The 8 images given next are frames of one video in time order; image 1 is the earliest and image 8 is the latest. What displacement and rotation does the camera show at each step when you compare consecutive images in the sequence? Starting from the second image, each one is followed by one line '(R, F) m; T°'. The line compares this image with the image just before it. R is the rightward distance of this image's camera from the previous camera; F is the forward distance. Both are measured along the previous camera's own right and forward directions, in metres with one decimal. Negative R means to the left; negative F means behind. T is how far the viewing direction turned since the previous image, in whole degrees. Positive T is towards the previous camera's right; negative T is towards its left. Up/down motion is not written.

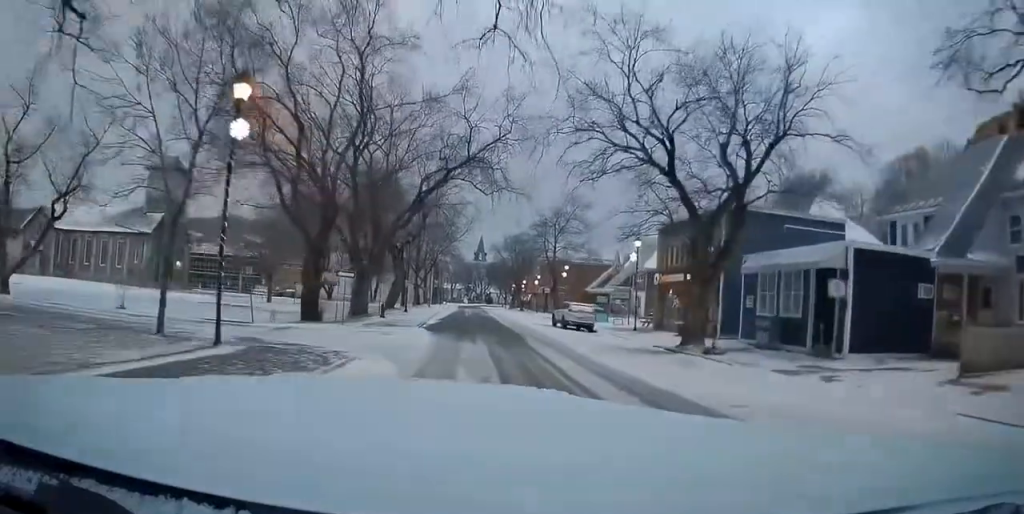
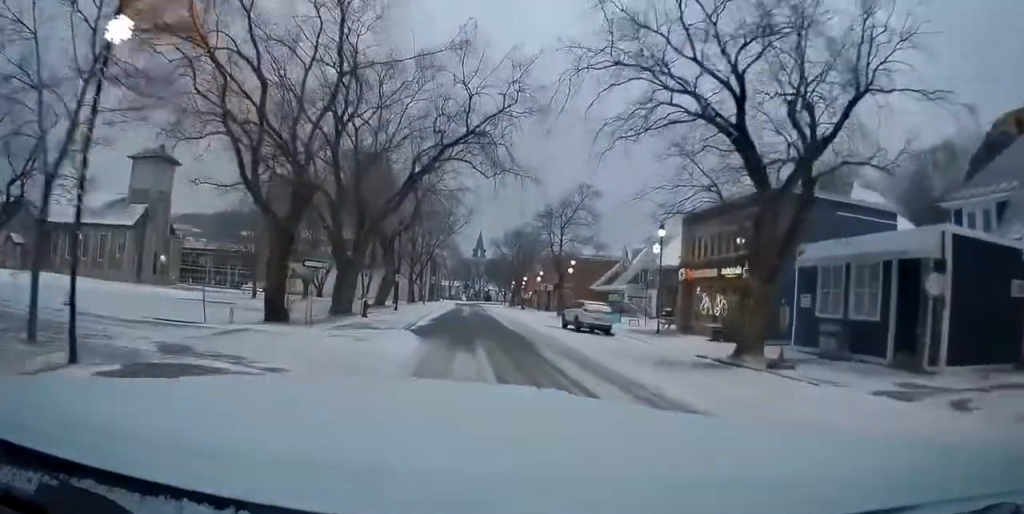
(+0.1, +4.4) m; +1°
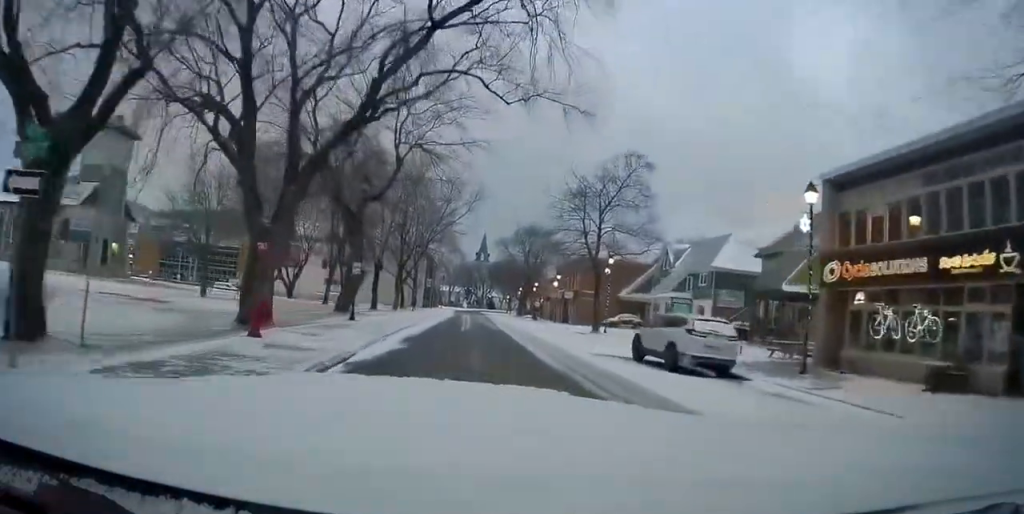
(-0.3, +13.5) m; -2°
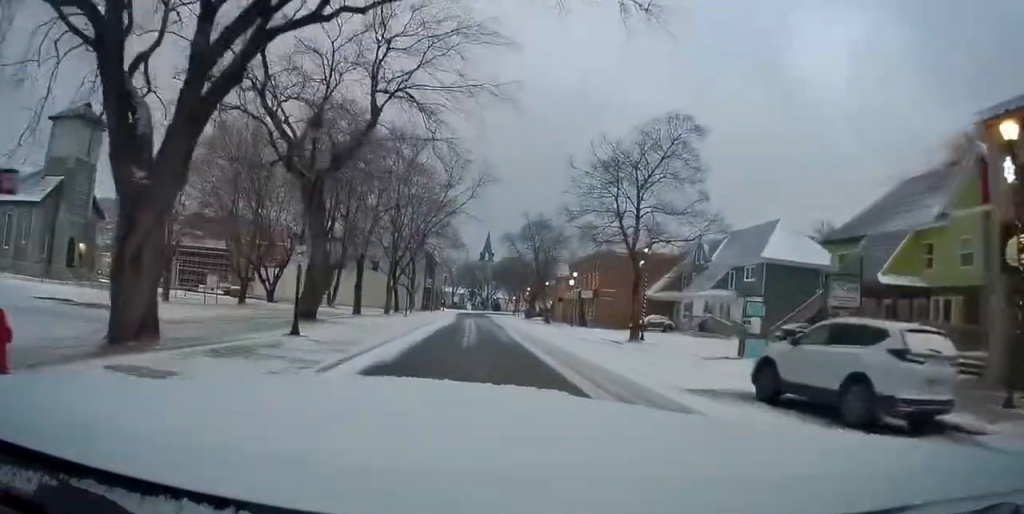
(0.0, +7.7) m; 0°
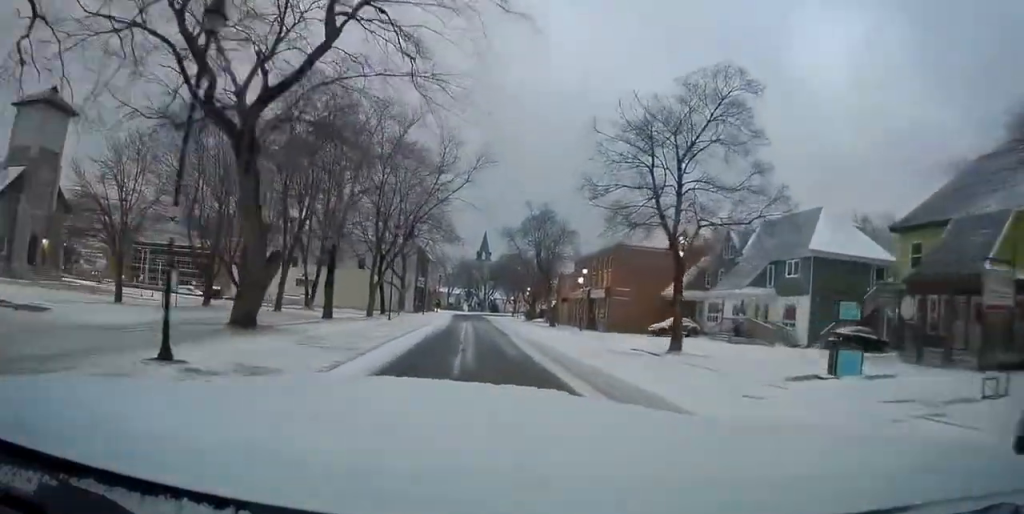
(+0.1, +6.4) m; +1°
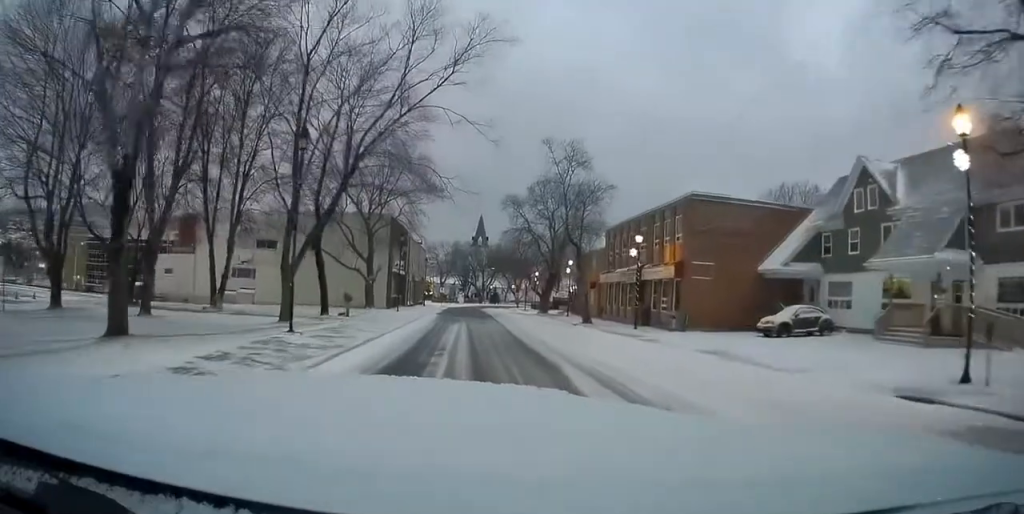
(-0.2, +18.3) m; -1°
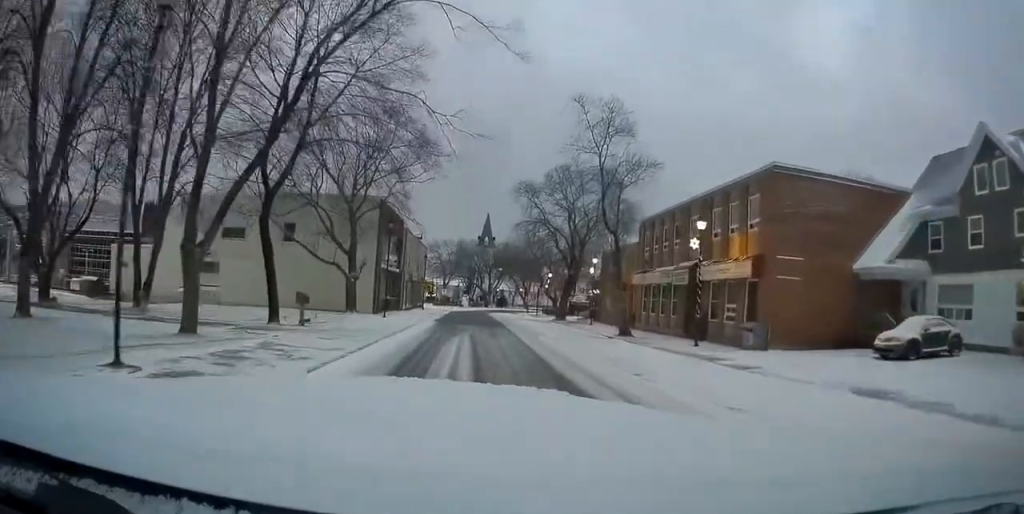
(-0.1, +9.1) m; 0°
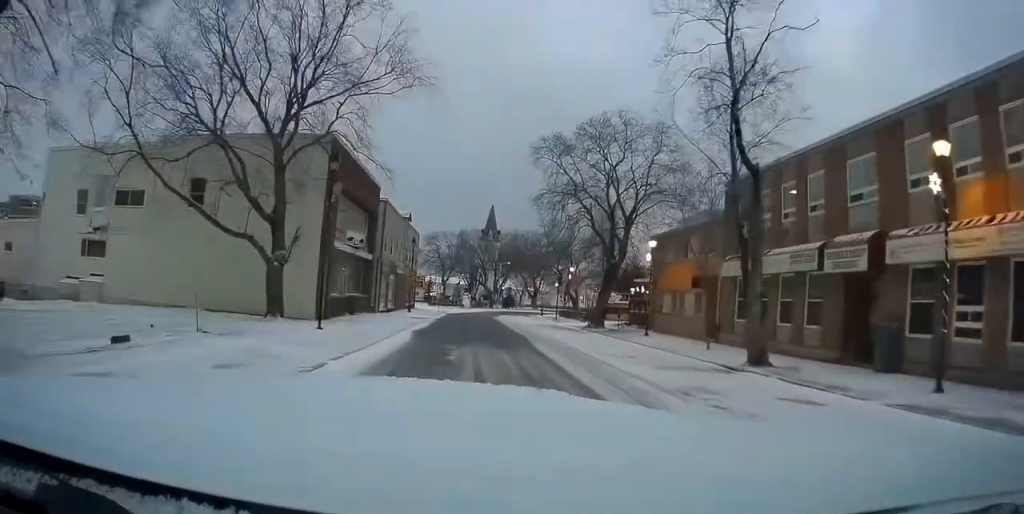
(0.0, +15.6) m; -2°
